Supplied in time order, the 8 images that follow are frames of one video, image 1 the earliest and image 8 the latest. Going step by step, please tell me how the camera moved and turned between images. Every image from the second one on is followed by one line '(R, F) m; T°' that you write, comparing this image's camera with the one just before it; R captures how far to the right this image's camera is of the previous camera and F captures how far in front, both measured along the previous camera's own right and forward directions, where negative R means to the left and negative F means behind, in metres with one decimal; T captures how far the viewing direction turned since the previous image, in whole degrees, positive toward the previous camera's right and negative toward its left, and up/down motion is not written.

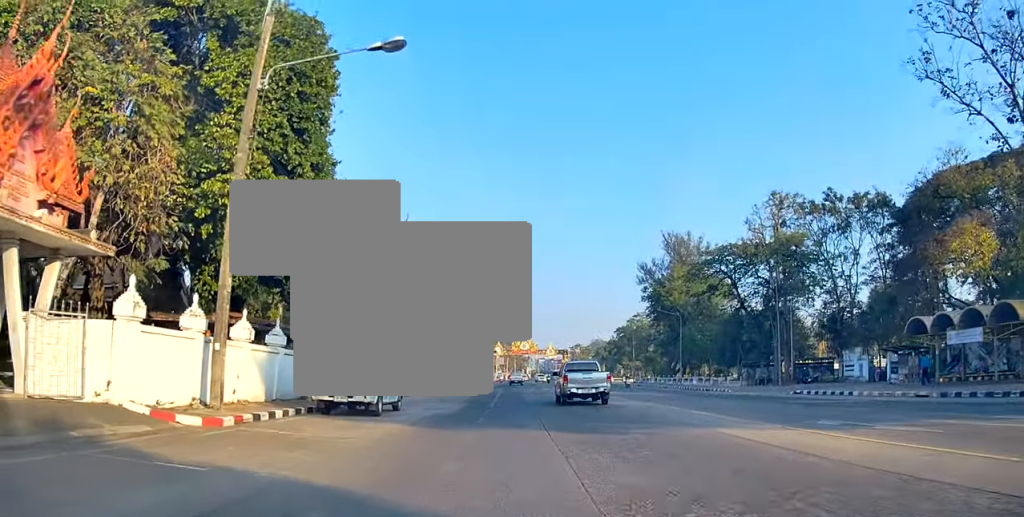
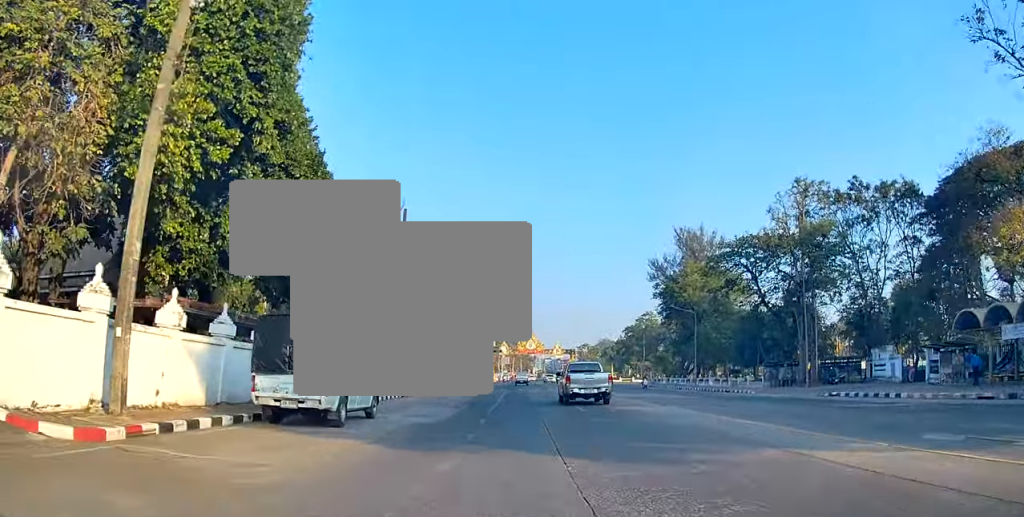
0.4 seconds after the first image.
(+0.1, +3.9) m; 0°
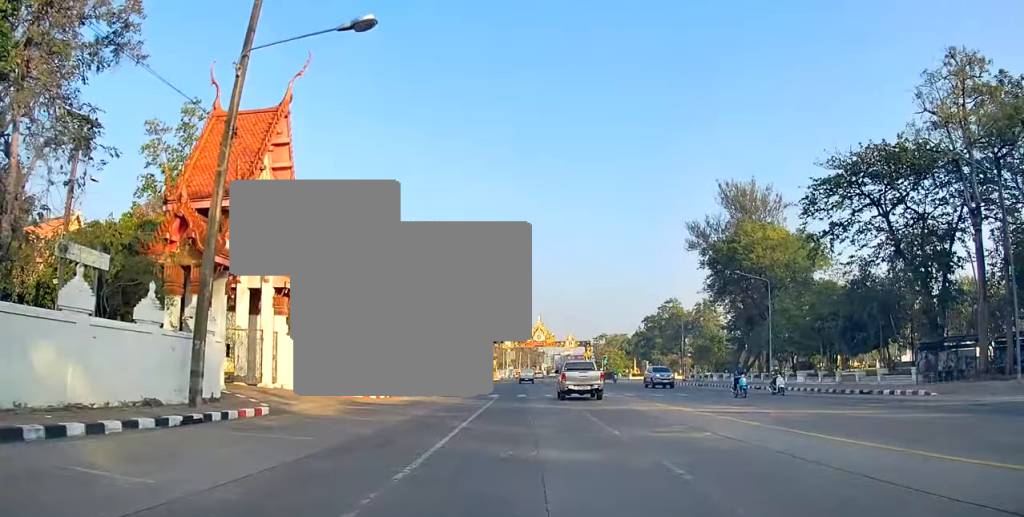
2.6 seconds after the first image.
(-0.1, +22.0) m; 0°
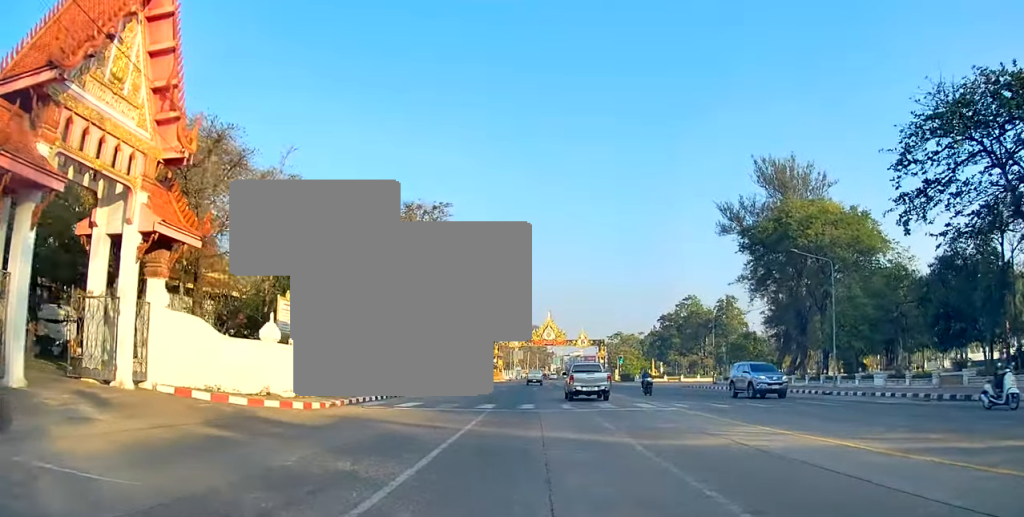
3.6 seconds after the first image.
(0.0, +10.1) m; 0°
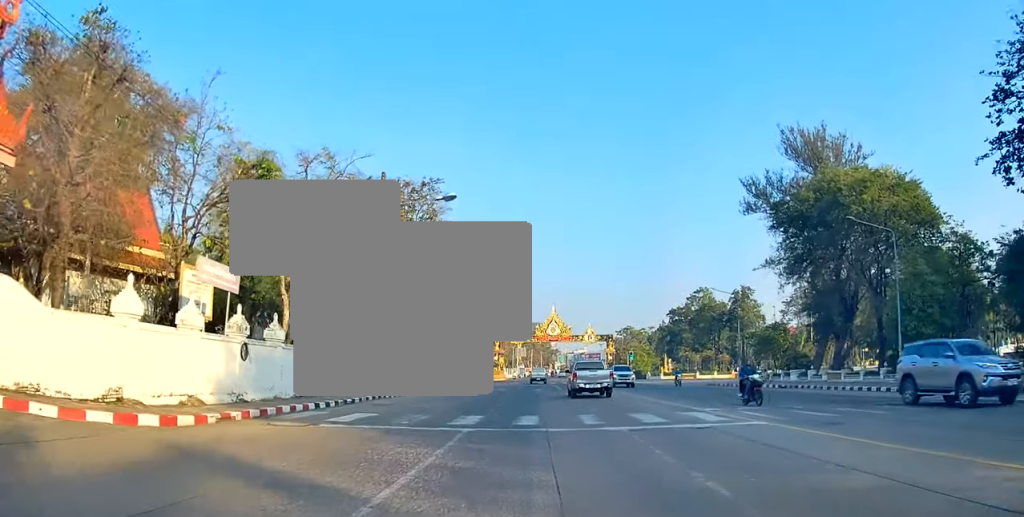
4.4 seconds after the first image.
(0.0, +8.2) m; 0°
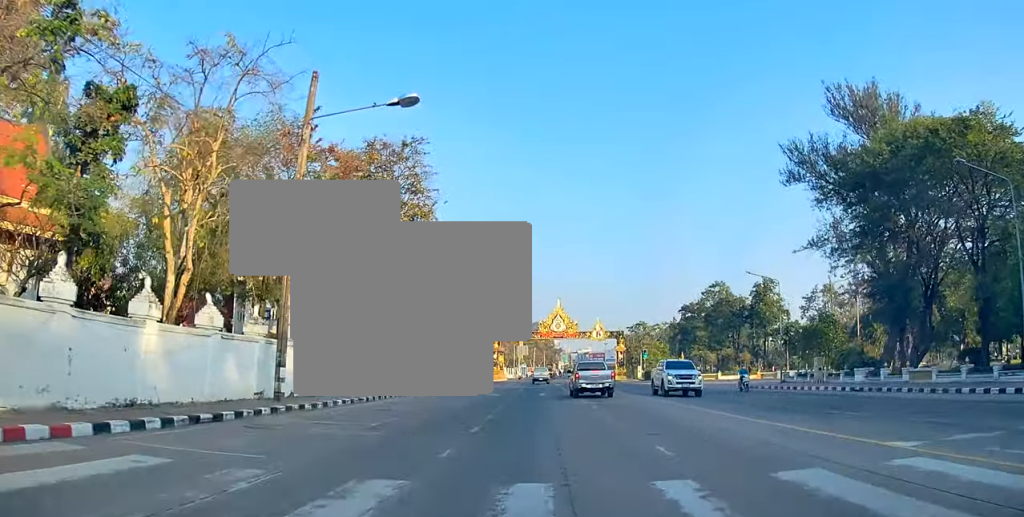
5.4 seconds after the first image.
(0.0, +10.8) m; 0°
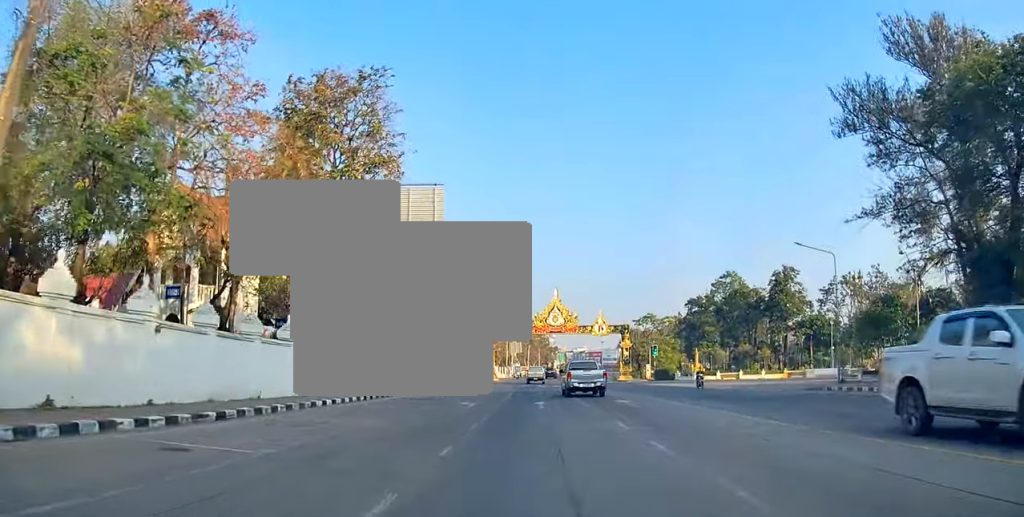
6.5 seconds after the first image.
(0.0, +12.1) m; 0°
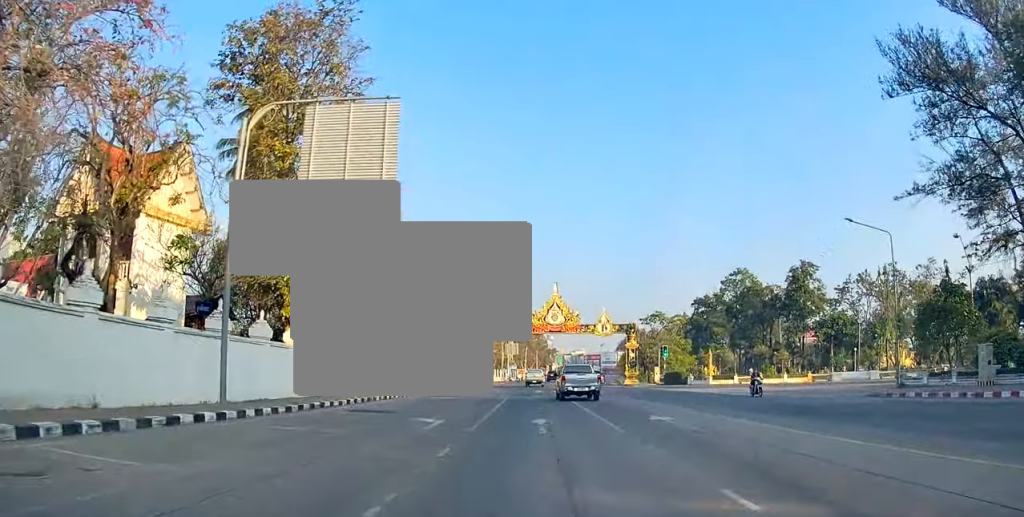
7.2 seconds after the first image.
(0.0, +7.8) m; +1°
